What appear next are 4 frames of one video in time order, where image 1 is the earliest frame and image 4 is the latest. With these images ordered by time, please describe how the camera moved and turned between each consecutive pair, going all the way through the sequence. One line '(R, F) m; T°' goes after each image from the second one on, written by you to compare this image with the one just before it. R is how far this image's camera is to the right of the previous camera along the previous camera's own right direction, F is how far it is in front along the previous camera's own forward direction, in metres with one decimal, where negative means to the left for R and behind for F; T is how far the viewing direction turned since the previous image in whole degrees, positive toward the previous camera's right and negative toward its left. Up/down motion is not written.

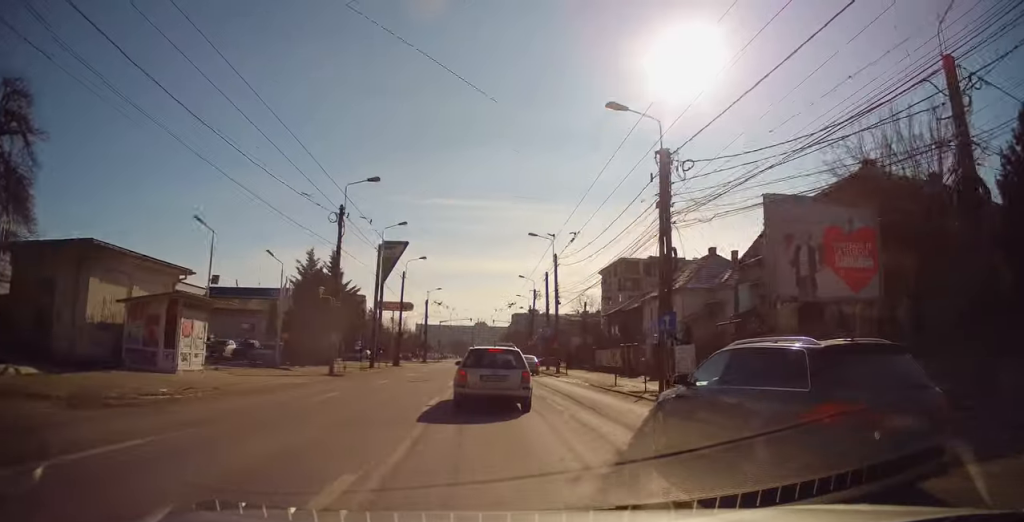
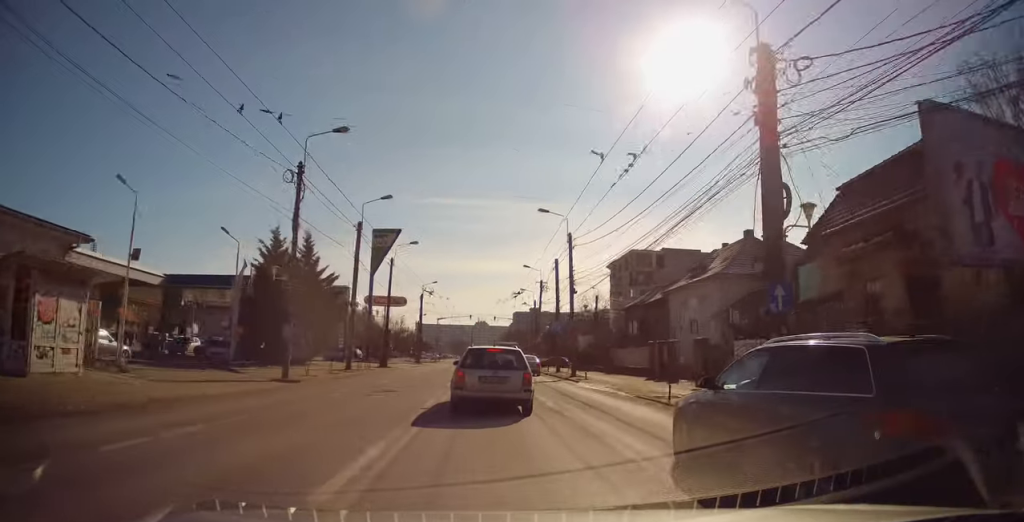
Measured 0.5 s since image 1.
(0.0, +7.2) m; 0°
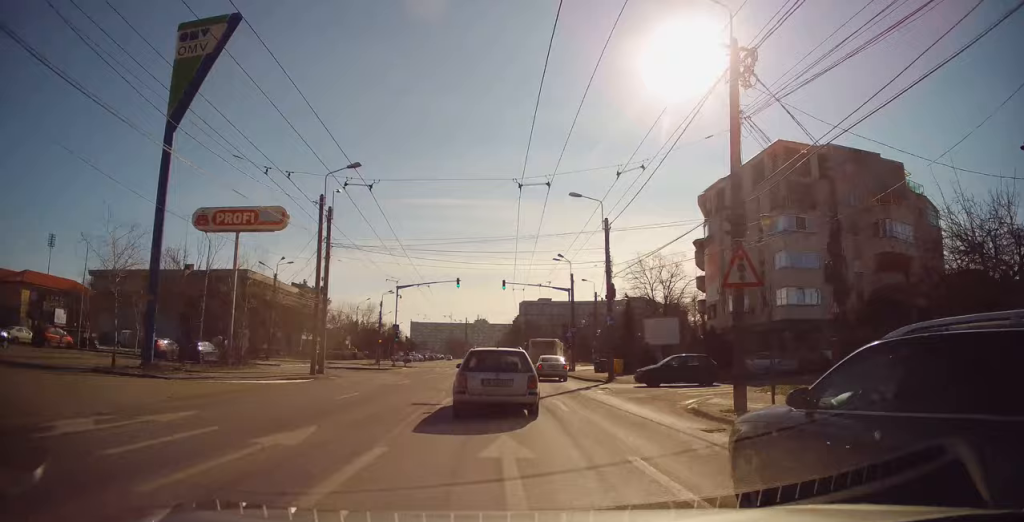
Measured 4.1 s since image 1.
(+0.3, +46.9) m; +1°
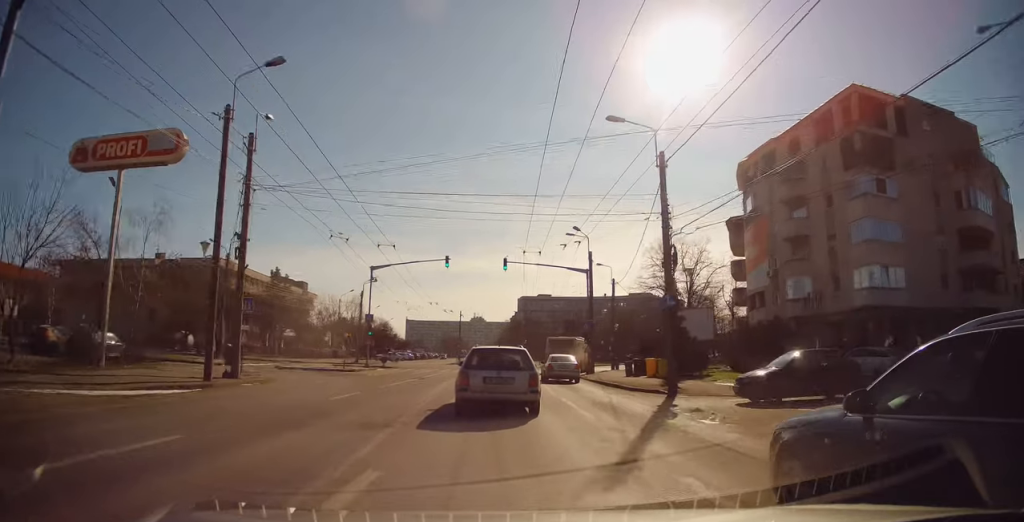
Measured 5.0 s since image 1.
(0.0, +10.7) m; 0°
